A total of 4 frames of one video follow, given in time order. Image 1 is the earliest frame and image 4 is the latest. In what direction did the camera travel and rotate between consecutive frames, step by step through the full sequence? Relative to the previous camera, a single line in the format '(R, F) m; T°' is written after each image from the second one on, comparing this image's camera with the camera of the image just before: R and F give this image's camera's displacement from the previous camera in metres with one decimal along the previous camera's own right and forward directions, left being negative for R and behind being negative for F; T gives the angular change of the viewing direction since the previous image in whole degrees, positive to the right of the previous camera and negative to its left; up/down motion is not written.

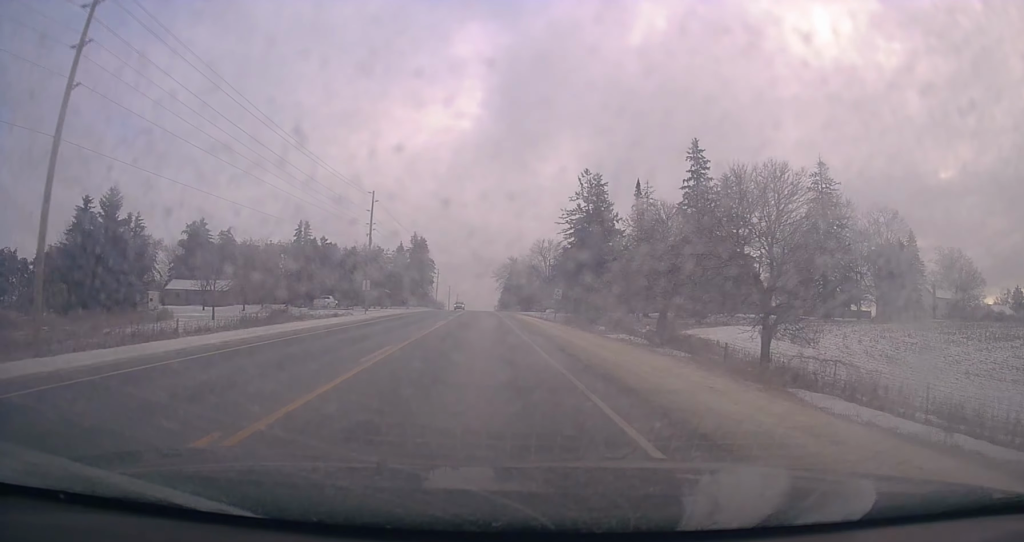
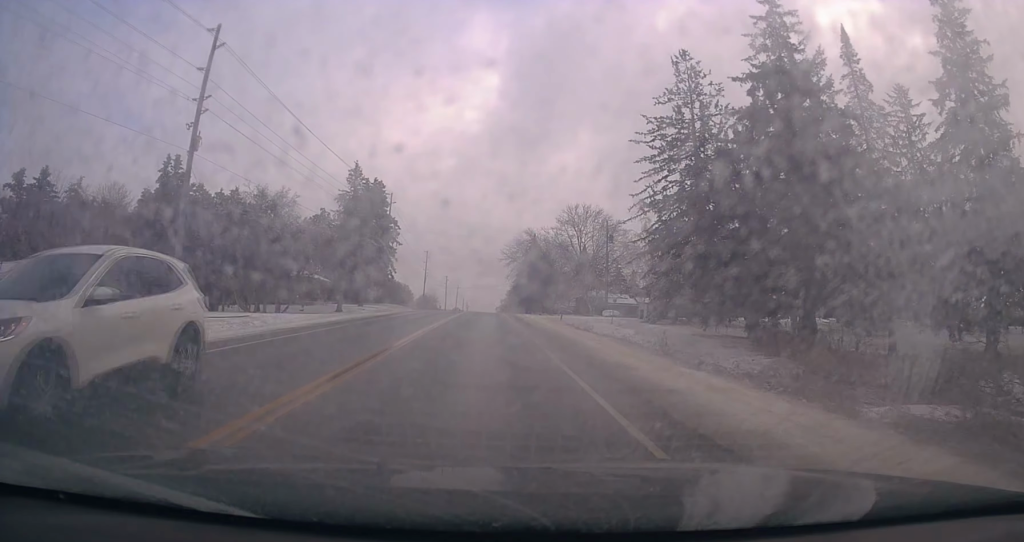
(+0.8, +52.9) m; 0°
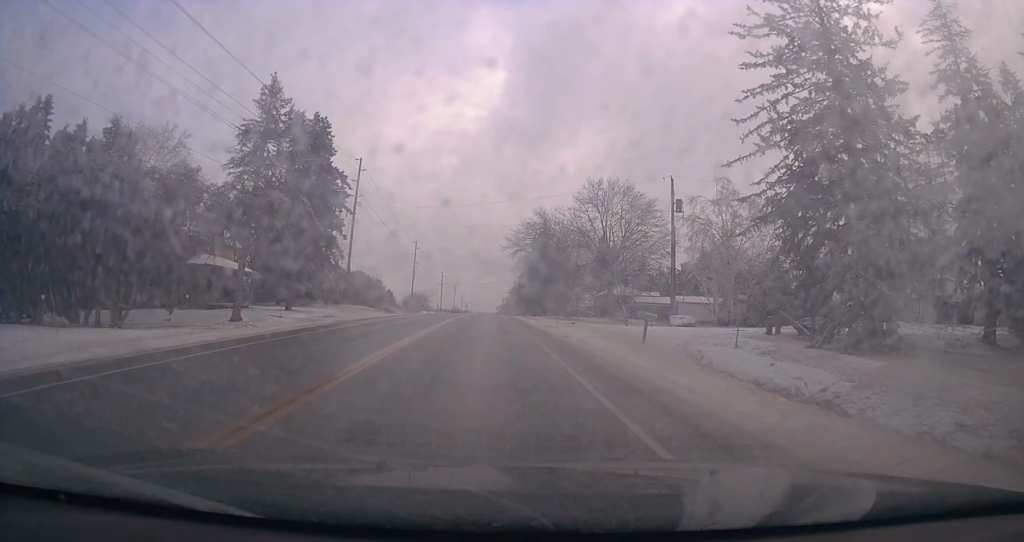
(-0.4, +23.5) m; -1°
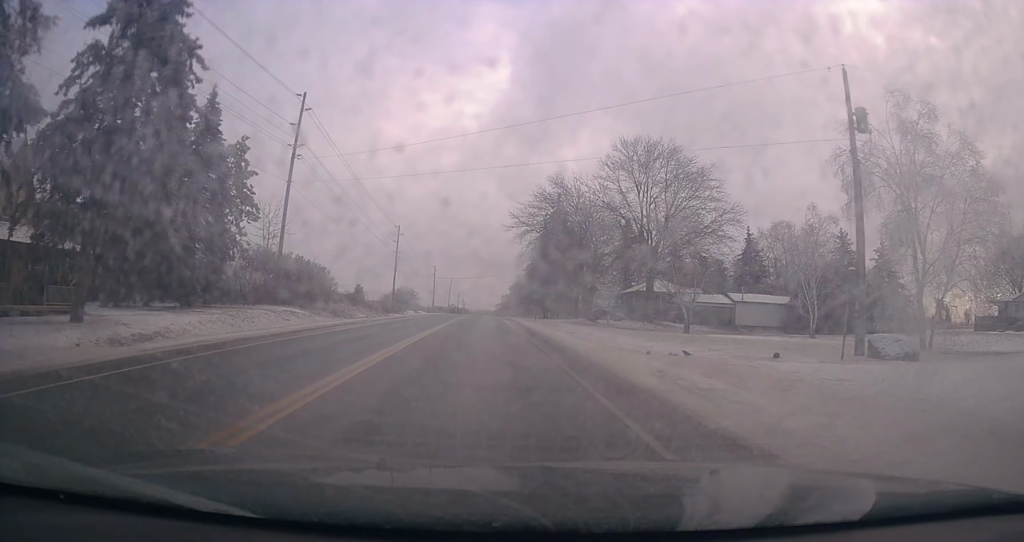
(+0.3, +23.0) m; +2°
